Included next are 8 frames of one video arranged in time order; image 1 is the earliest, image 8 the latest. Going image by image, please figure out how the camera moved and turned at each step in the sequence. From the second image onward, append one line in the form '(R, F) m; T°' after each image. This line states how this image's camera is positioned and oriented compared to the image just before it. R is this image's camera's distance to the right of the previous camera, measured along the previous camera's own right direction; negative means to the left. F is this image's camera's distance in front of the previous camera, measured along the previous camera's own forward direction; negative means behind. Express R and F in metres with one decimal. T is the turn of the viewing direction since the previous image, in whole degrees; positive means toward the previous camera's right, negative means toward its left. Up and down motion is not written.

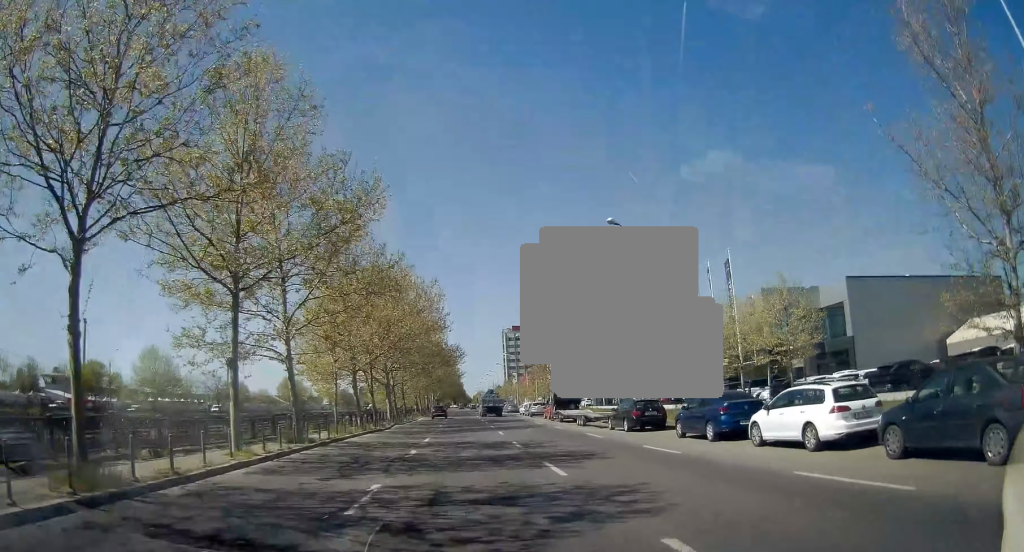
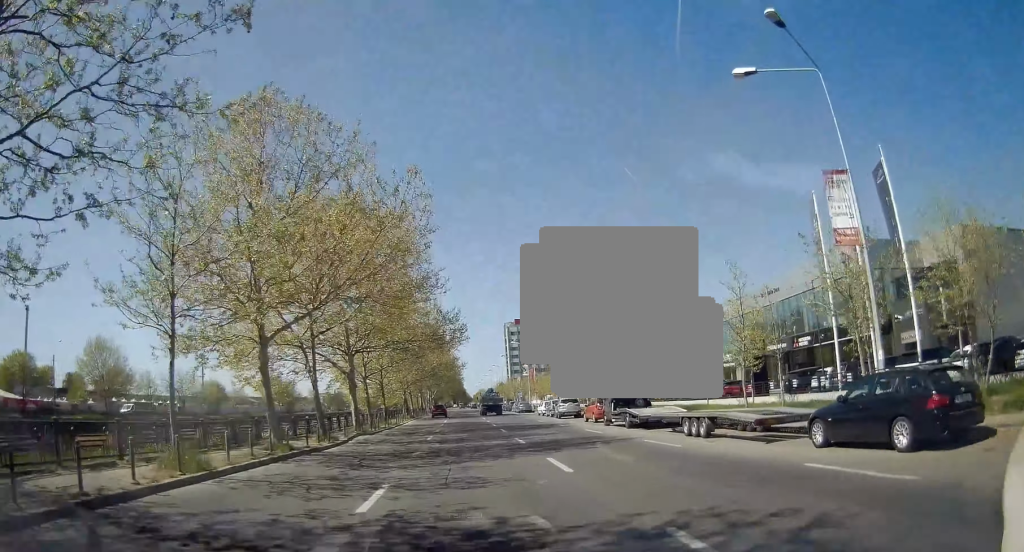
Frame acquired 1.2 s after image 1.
(-0.3, +17.8) m; -2°
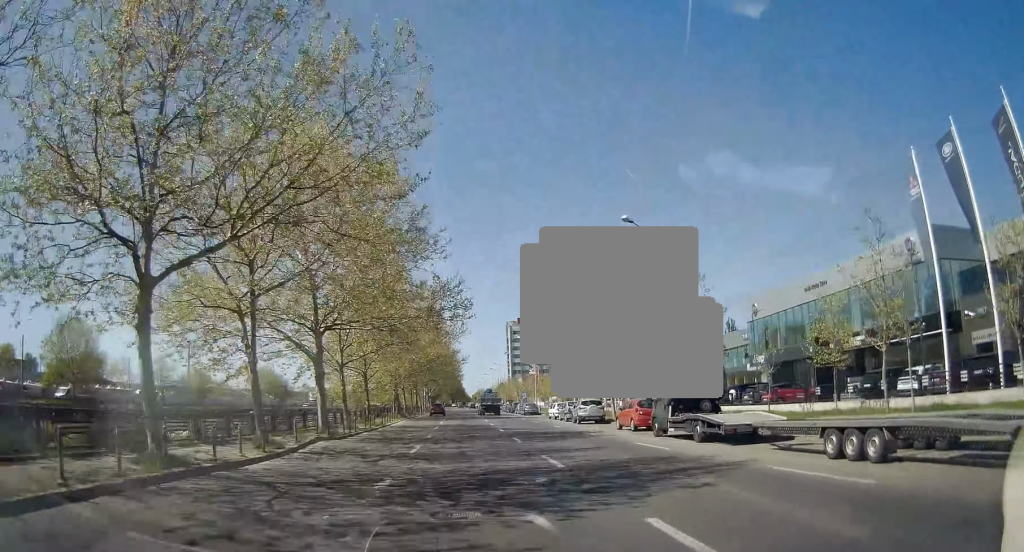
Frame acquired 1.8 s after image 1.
(-0.1, +8.2) m; 0°
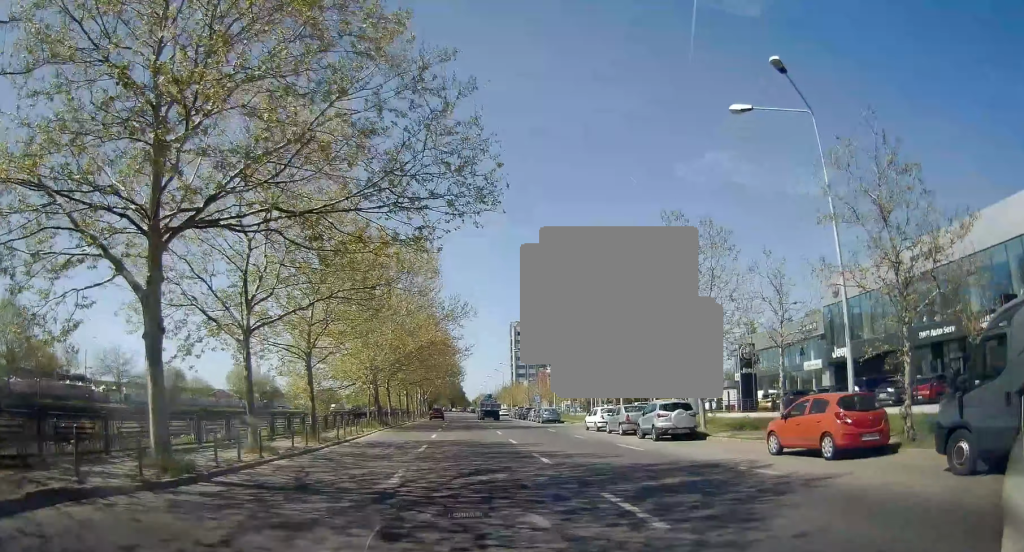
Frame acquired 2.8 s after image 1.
(+0.2, +15.3) m; +2°
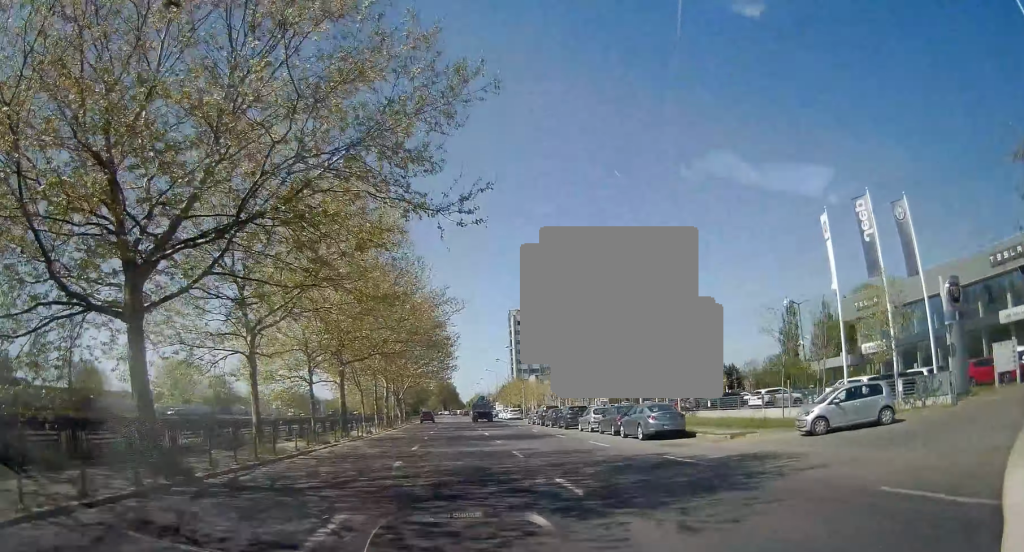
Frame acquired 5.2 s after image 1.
(-0.2, +33.8) m; -1°
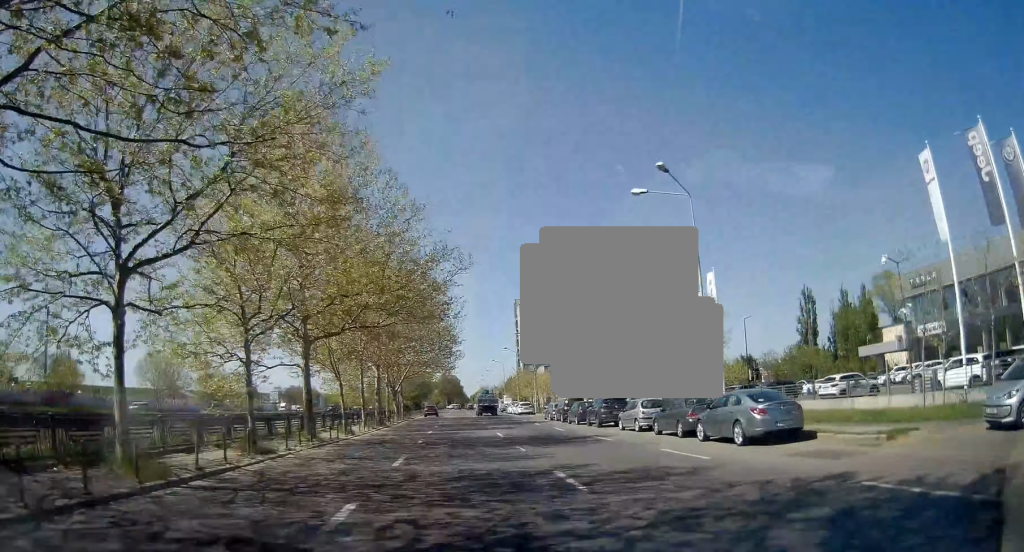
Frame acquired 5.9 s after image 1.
(0.0, +8.7) m; 0°
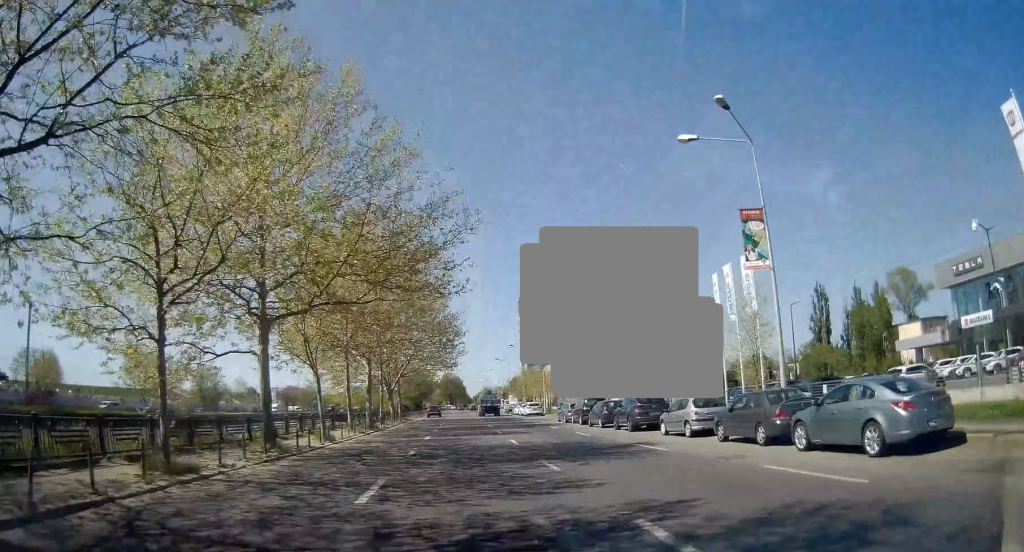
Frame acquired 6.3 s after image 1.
(0.0, +5.9) m; 0°
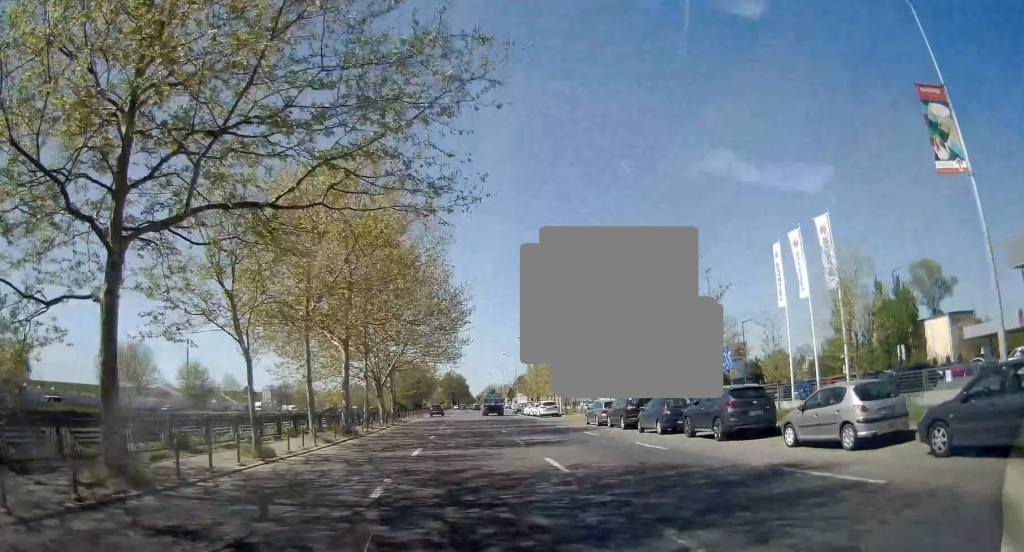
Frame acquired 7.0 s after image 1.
(+0.1, +9.4) m; 0°
